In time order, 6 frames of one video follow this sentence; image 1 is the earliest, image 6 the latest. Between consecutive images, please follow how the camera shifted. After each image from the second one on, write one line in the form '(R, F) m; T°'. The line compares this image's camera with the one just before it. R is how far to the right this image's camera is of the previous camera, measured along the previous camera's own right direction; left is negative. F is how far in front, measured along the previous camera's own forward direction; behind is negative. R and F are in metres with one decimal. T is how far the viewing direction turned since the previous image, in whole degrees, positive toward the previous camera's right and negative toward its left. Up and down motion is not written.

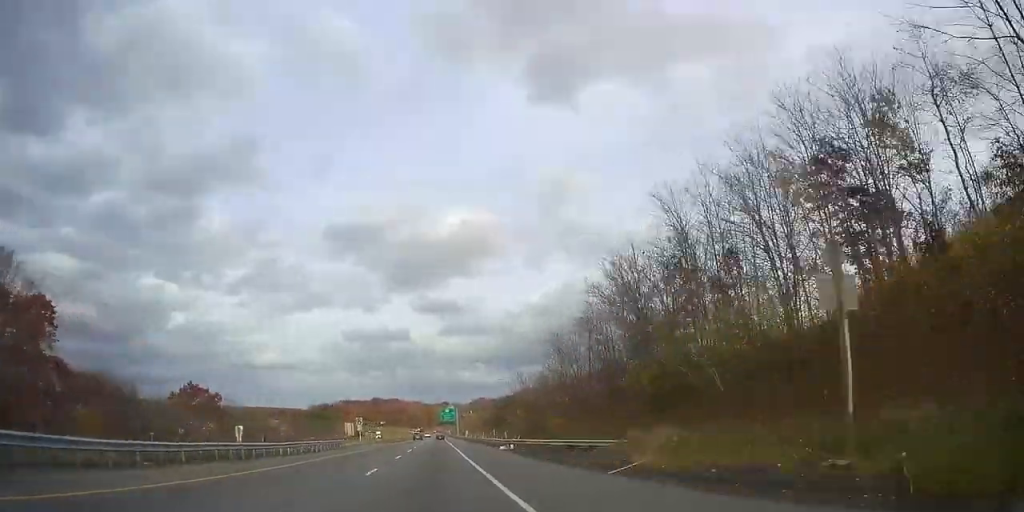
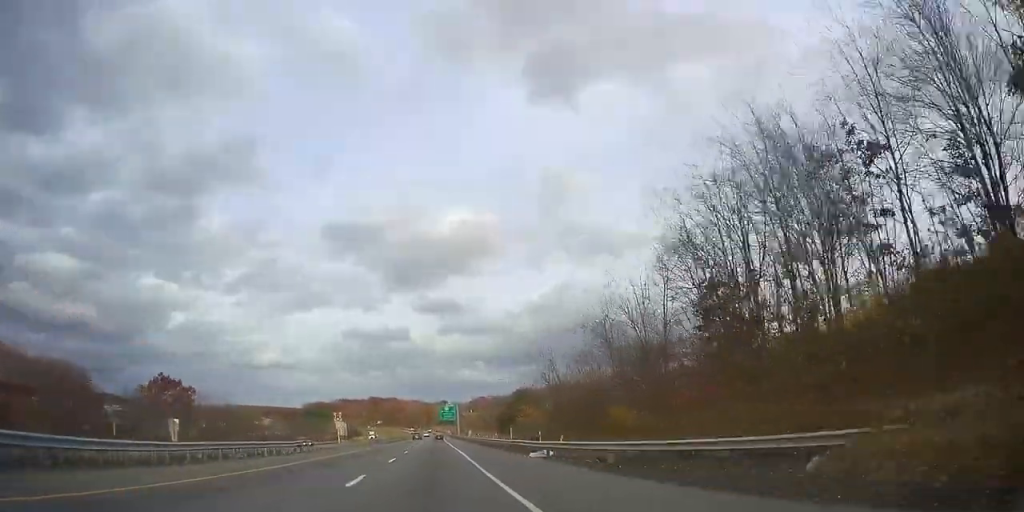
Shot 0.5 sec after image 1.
(0.0, +16.4) m; 0°
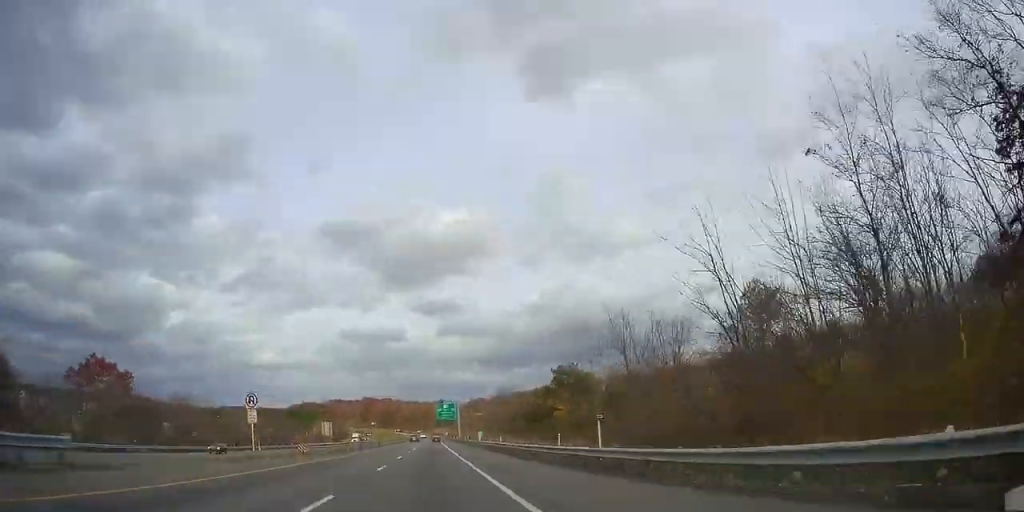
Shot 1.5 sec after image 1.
(0.0, +28.9) m; +1°
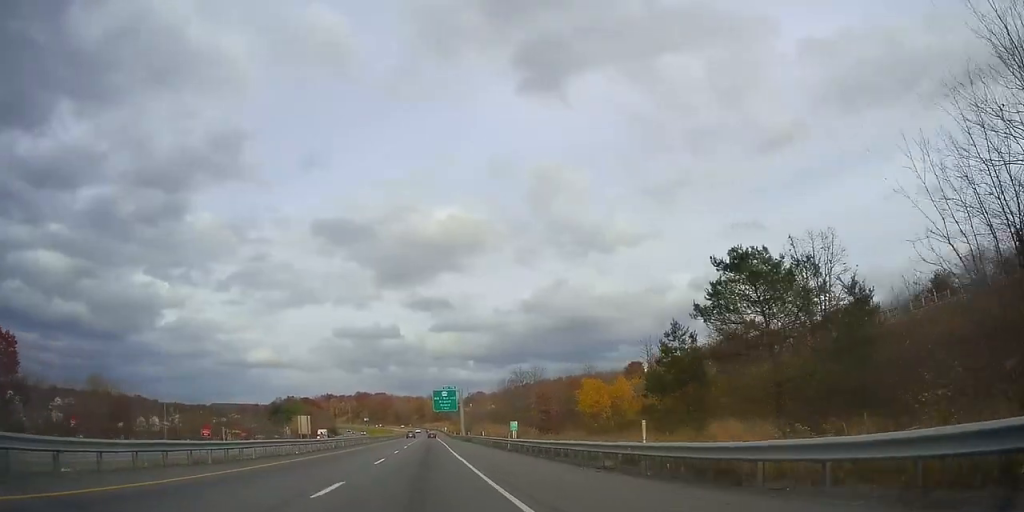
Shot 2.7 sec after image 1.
(+0.1, +33.9) m; -2°
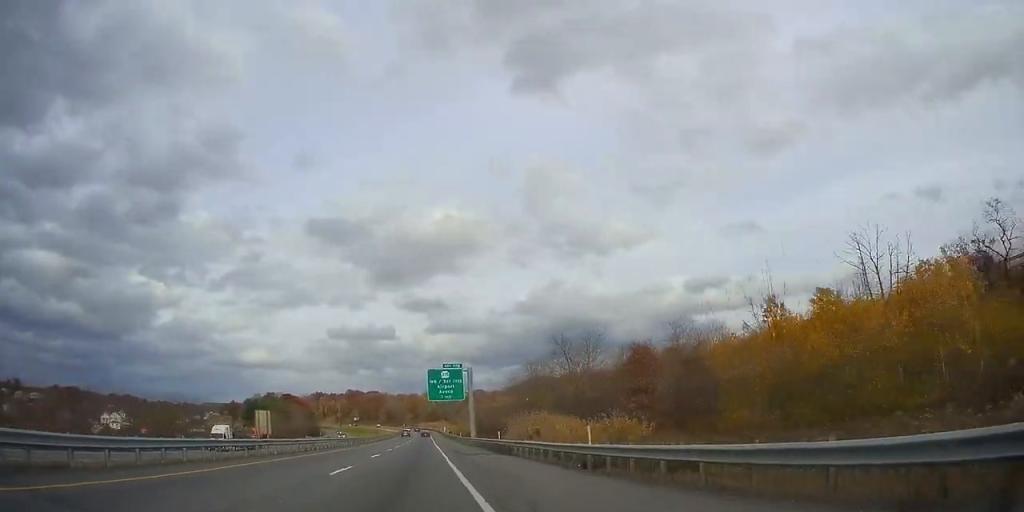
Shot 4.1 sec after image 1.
(-0.6, +42.5) m; 0°
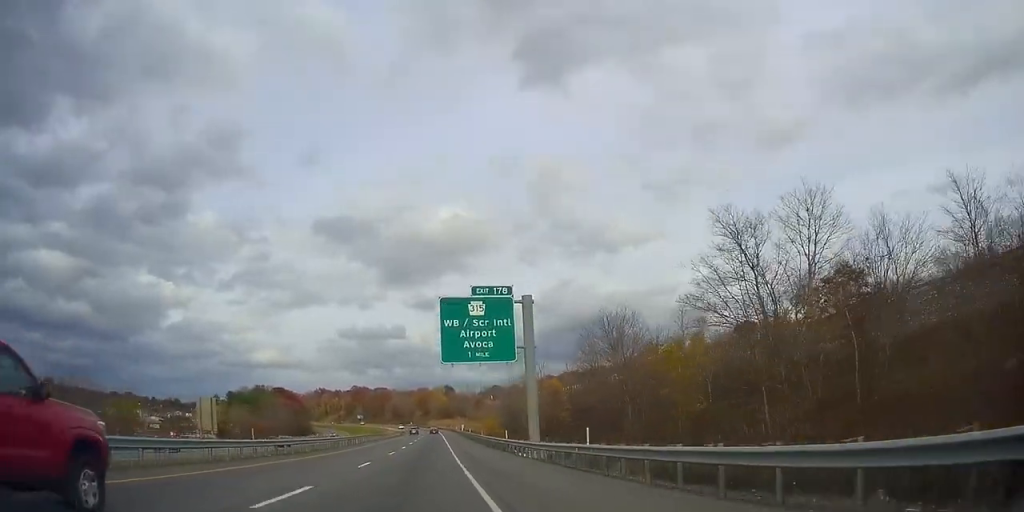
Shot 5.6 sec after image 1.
(+0.2, +44.2) m; 0°
